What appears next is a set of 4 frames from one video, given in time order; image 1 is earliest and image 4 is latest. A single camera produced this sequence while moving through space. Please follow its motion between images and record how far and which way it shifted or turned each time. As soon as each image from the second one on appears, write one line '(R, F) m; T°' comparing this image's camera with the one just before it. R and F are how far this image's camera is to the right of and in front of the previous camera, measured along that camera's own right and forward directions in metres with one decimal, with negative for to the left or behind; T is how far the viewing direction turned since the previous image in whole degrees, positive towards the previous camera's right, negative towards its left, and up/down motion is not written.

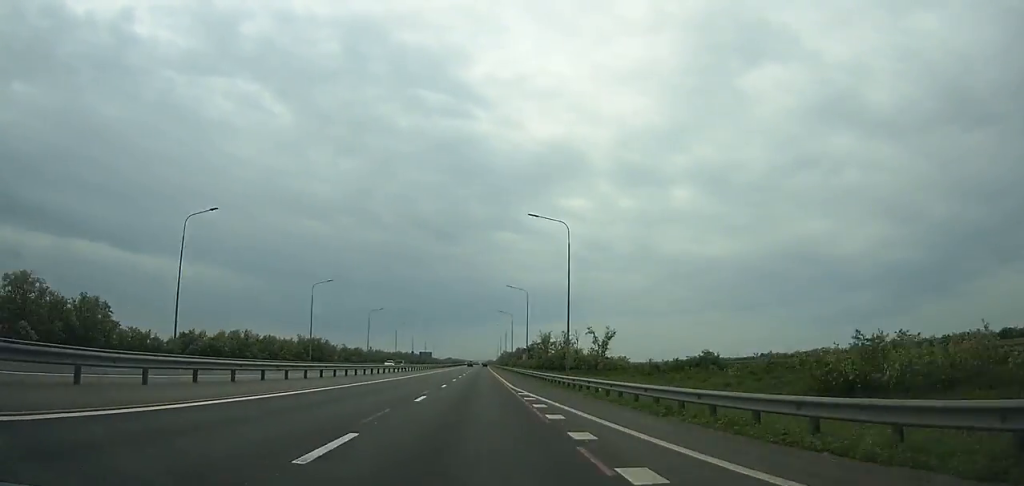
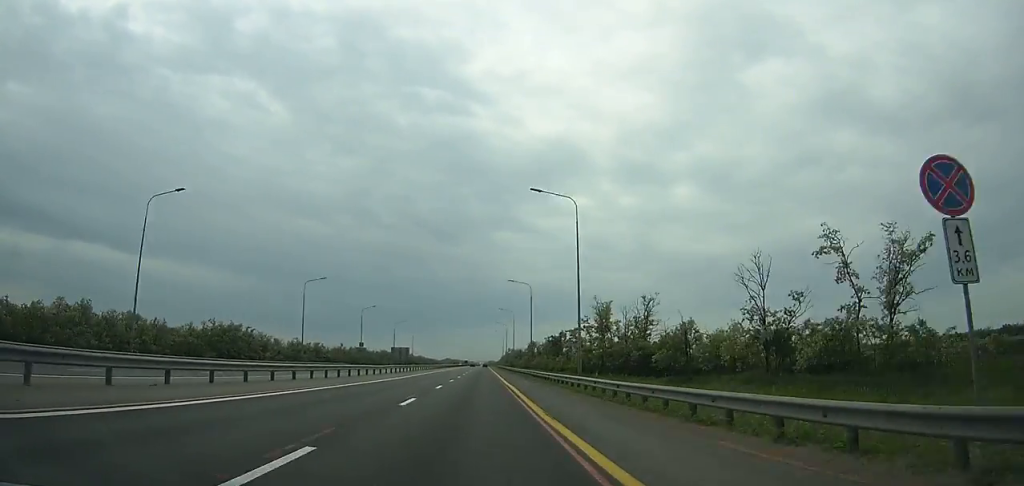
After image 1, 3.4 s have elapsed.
(+0.1, +84.9) m; 0°
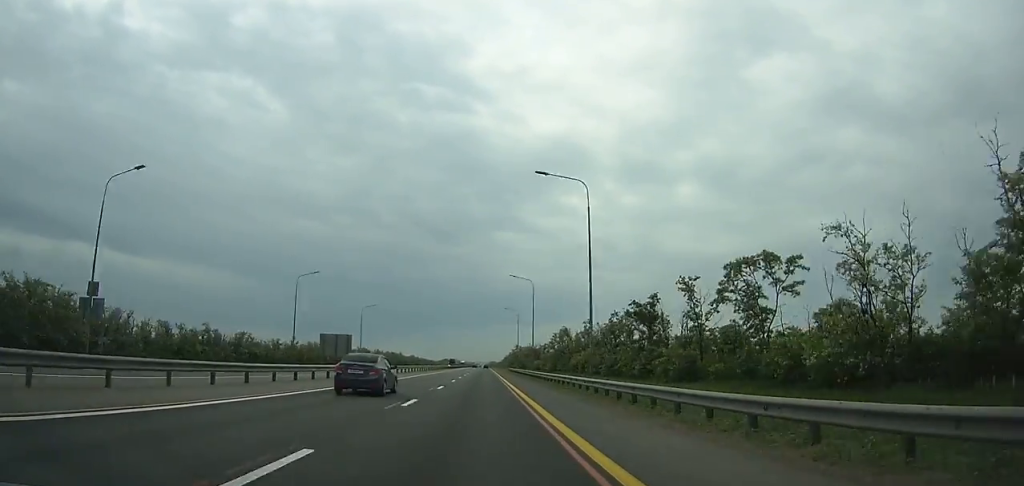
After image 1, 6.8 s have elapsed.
(-0.4, +84.8) m; 0°
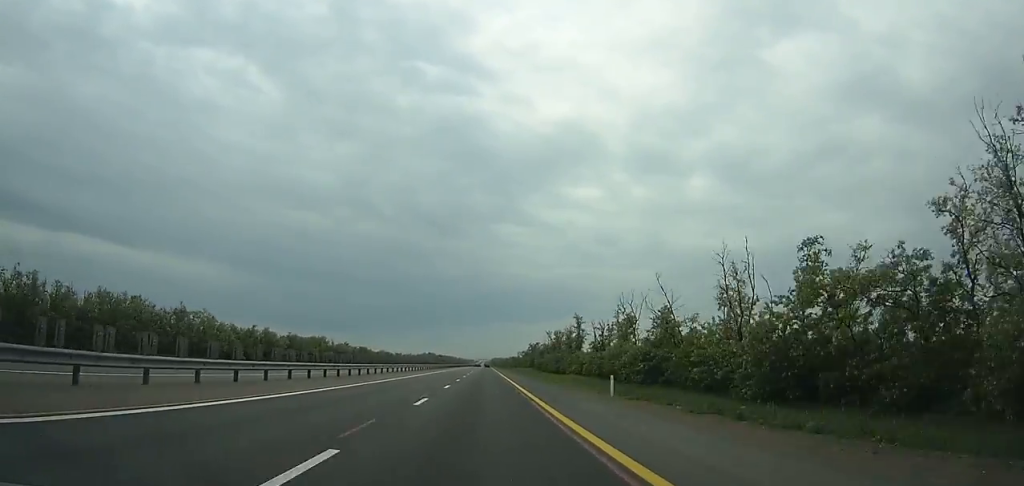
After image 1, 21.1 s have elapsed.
(+1.4, +358.2) m; 0°
